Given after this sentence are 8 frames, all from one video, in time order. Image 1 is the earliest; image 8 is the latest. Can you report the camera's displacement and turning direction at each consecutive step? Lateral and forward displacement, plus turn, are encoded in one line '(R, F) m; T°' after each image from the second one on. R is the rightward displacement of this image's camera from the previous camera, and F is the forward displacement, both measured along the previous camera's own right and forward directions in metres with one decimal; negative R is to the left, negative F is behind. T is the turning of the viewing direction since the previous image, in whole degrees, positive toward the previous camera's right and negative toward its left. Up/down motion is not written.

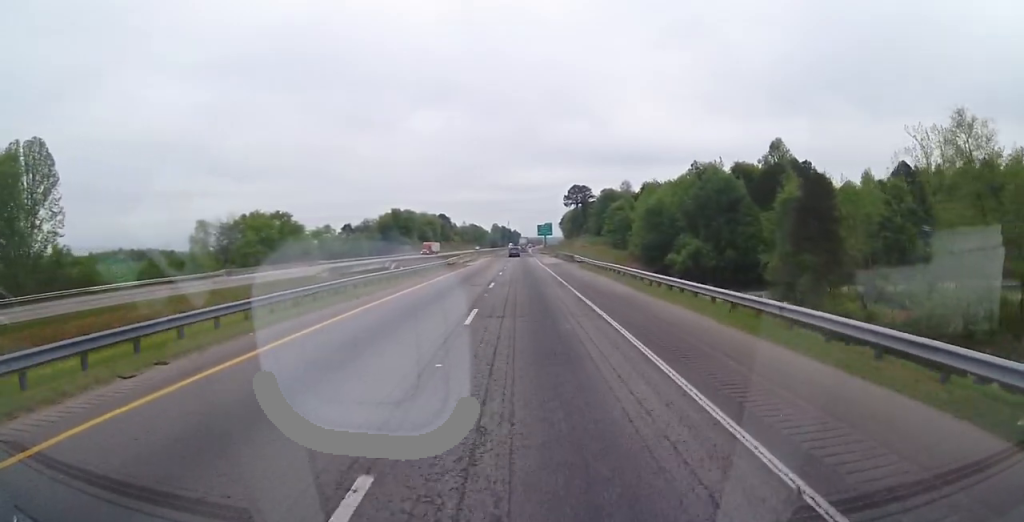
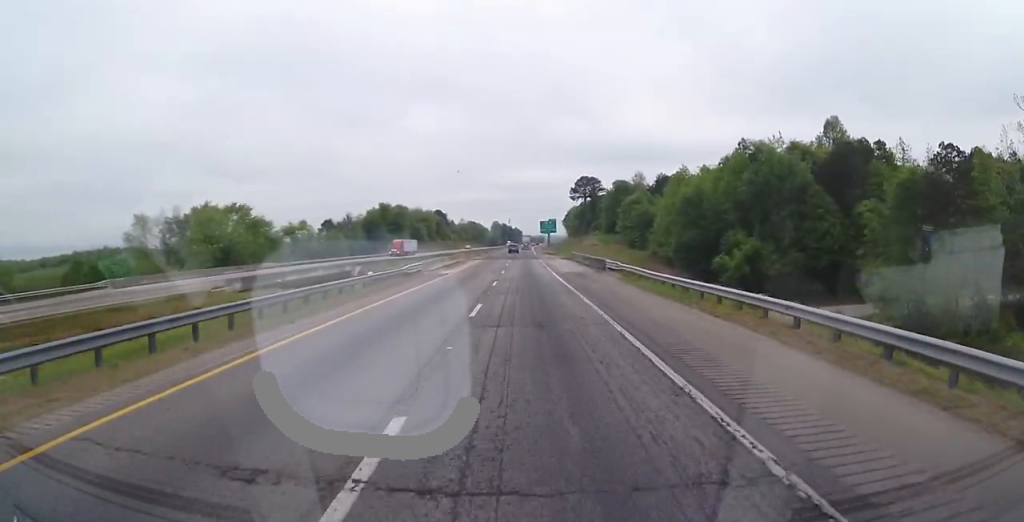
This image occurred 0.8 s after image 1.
(+0.1, +22.4) m; -2°
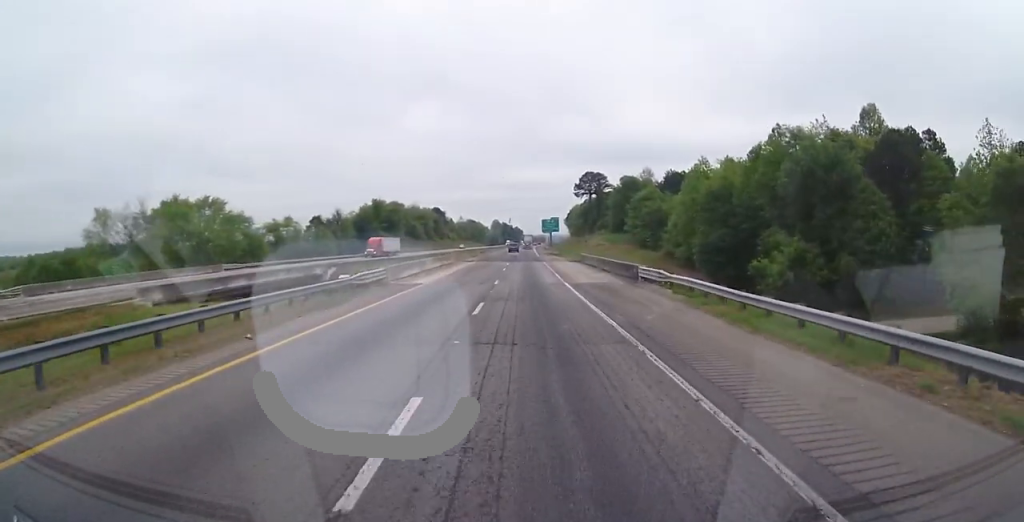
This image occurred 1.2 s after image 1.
(-0.4, +11.3) m; -1°
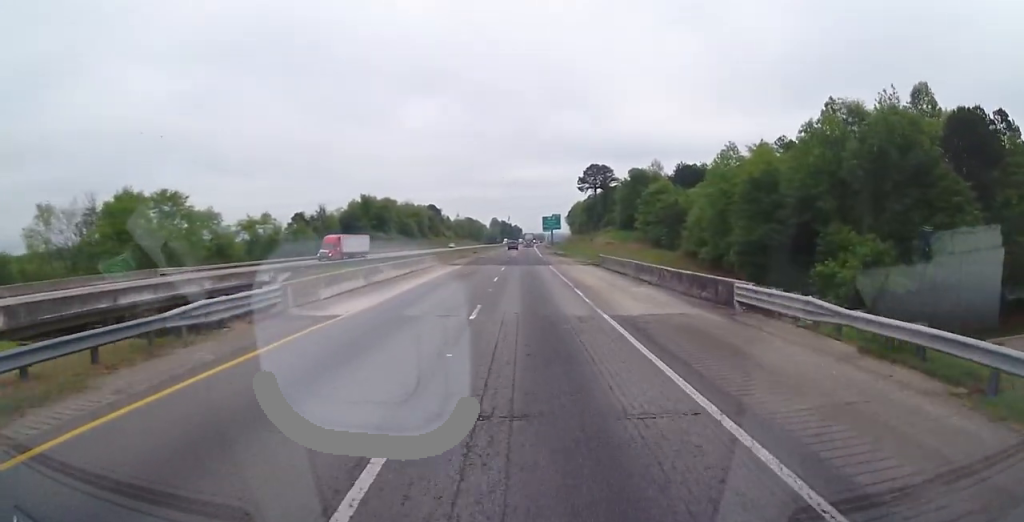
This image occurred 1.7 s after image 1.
(-0.3, +13.7) m; -1°
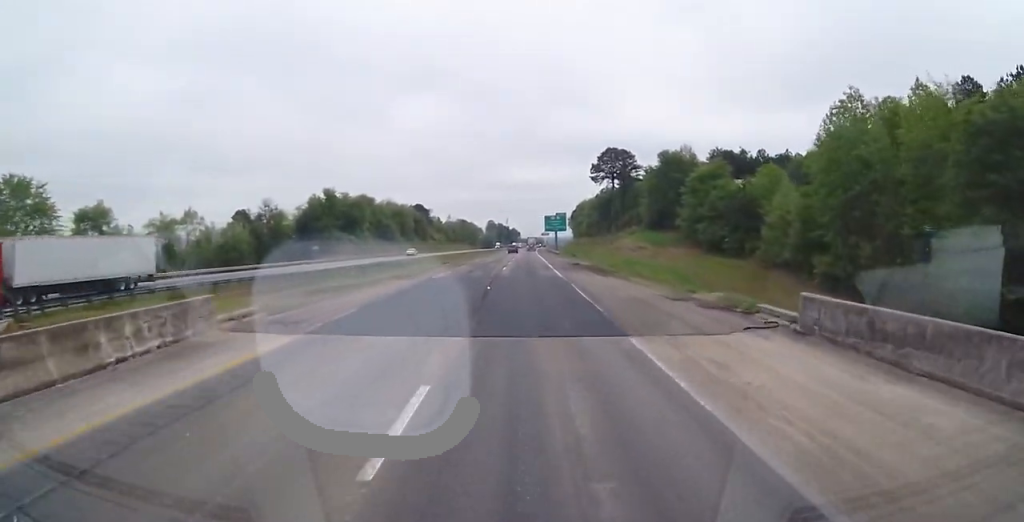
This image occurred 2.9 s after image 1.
(-0.1, +34.3) m; 0°
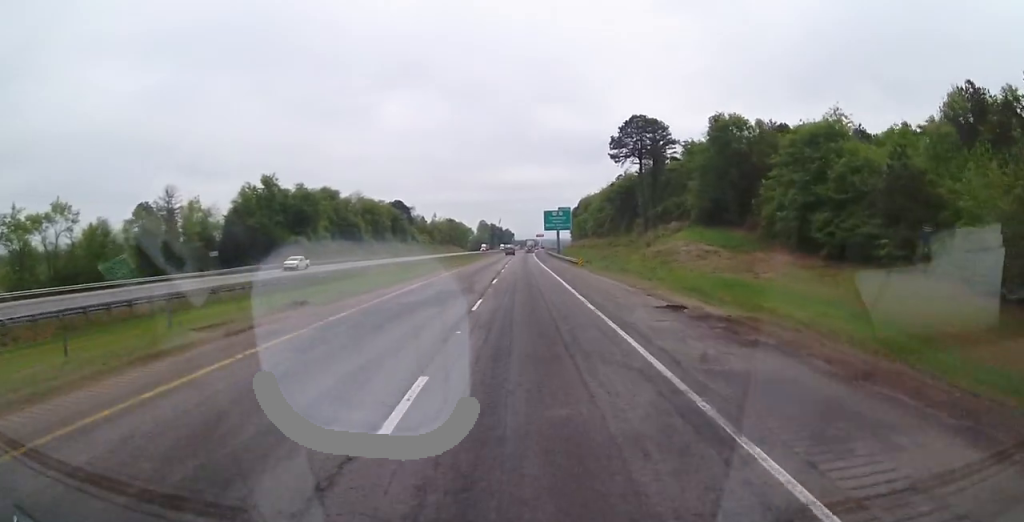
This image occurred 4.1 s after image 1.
(+0.4, +35.4) m; +1°
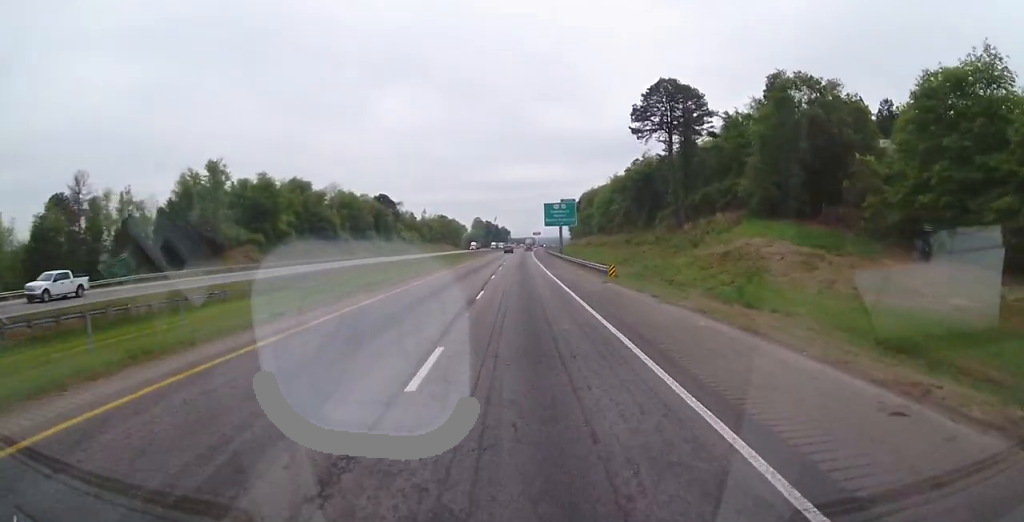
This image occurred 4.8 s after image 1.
(-0.1, +21.5) m; 0°
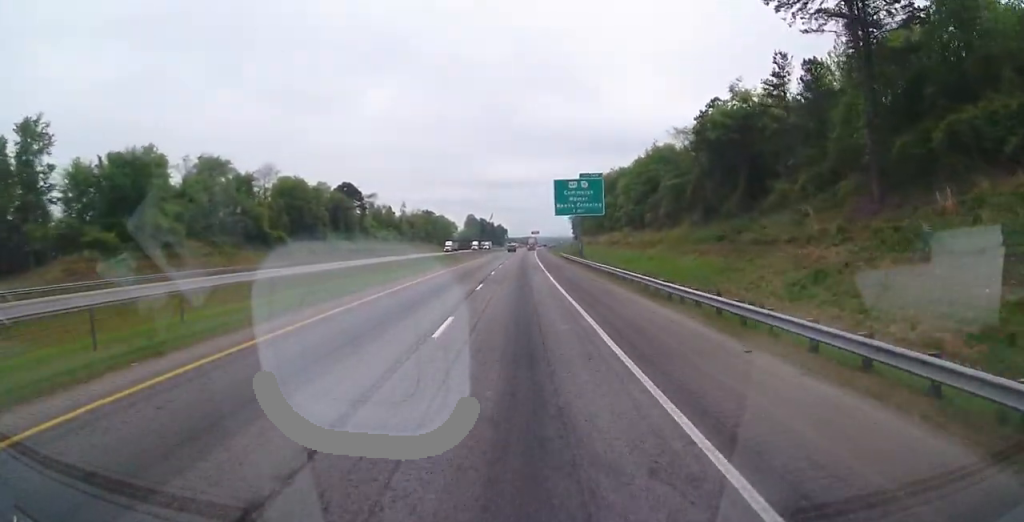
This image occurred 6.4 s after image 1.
(+0.5, +44.7) m; +1°
